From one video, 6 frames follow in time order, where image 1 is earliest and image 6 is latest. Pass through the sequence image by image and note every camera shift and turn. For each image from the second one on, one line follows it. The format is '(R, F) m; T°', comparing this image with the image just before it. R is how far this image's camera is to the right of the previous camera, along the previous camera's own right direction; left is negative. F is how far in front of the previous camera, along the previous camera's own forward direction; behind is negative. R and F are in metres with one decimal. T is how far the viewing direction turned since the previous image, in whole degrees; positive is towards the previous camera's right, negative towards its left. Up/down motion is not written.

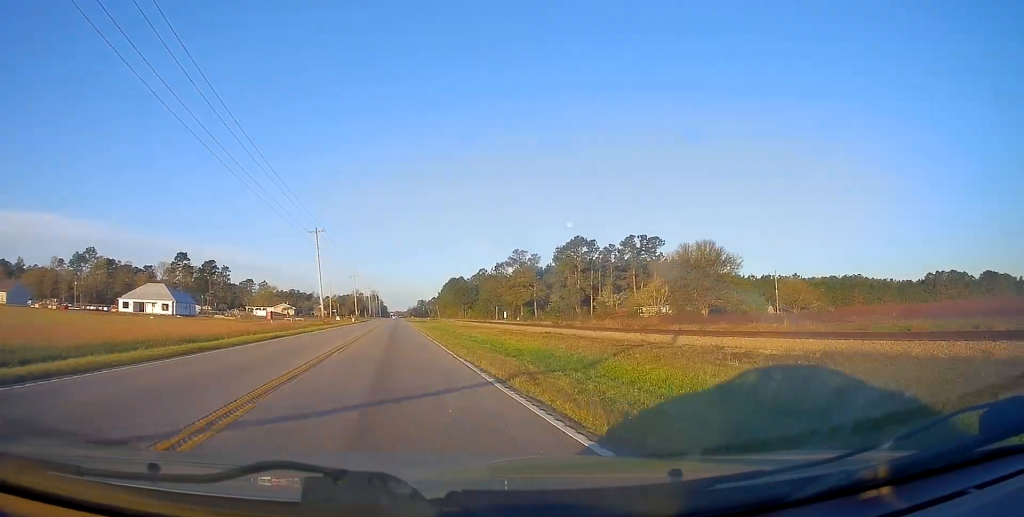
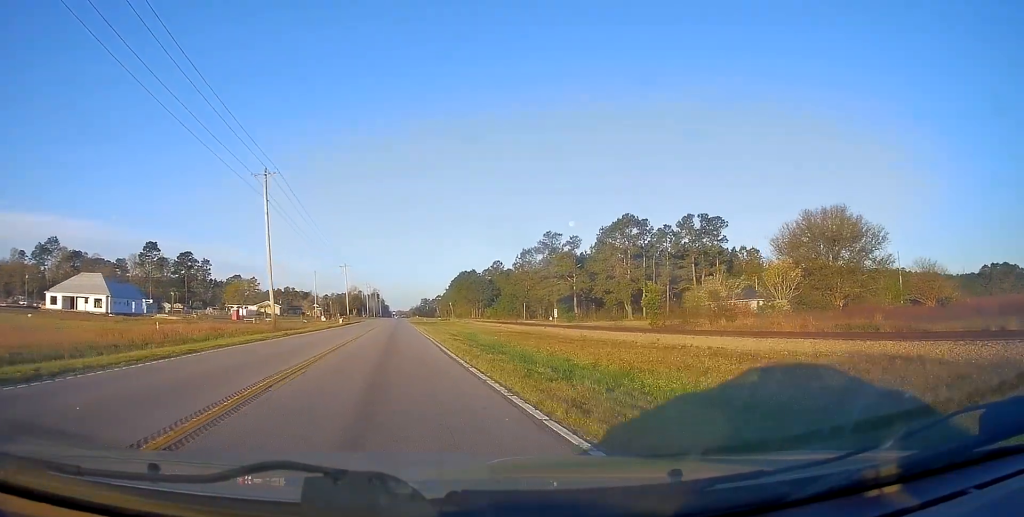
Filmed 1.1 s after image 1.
(+0.4, +31.0) m; 0°
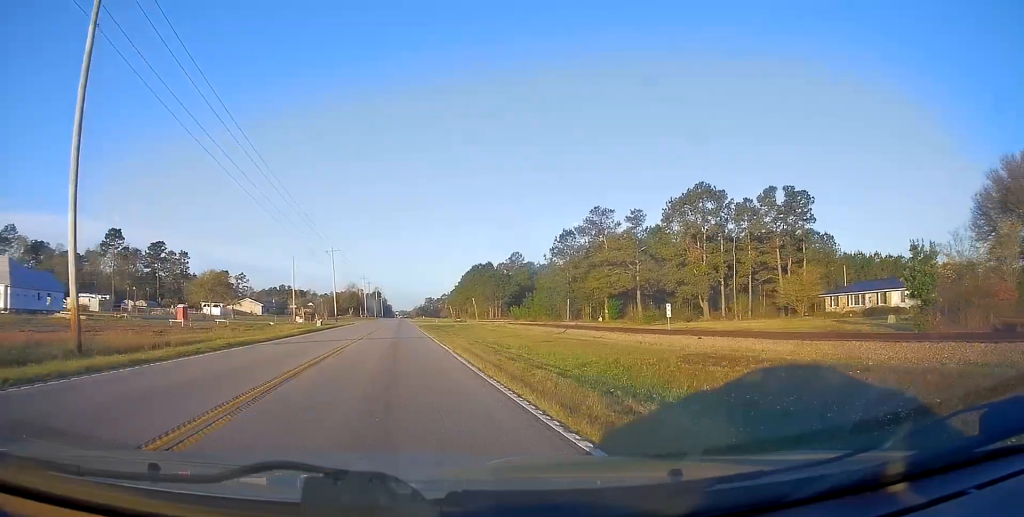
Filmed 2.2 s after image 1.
(-0.2, +29.1) m; +1°
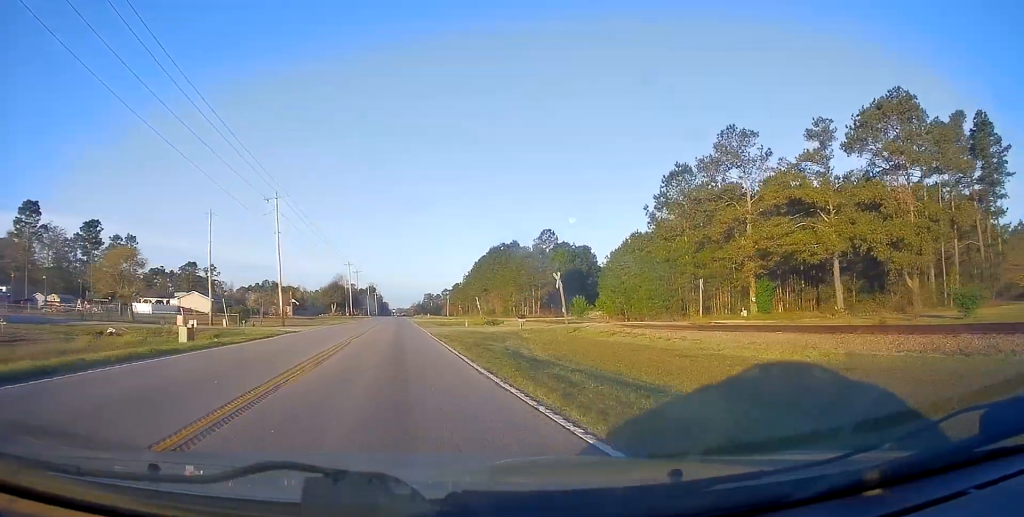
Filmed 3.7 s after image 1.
(+0.4, +42.9) m; -1°
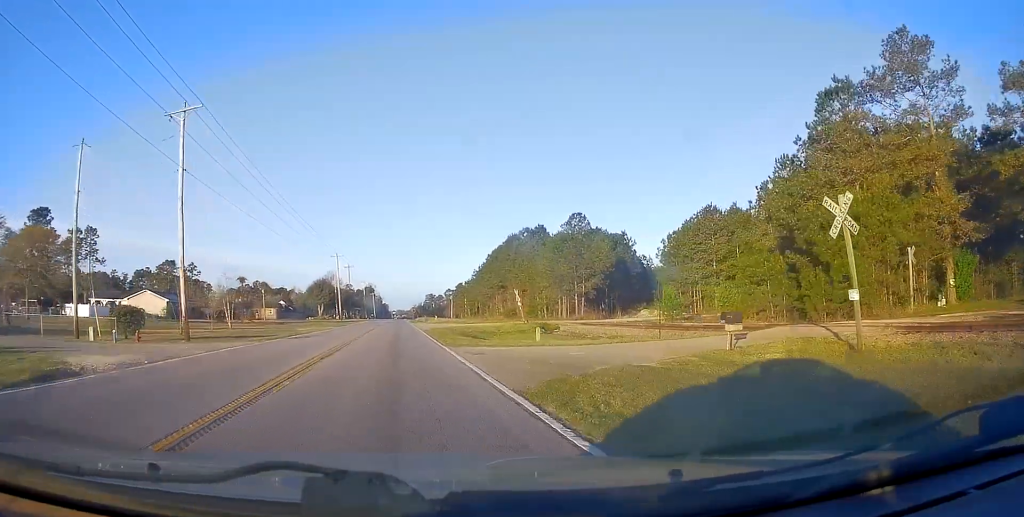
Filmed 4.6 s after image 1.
(-0.2, +25.3) m; -1°
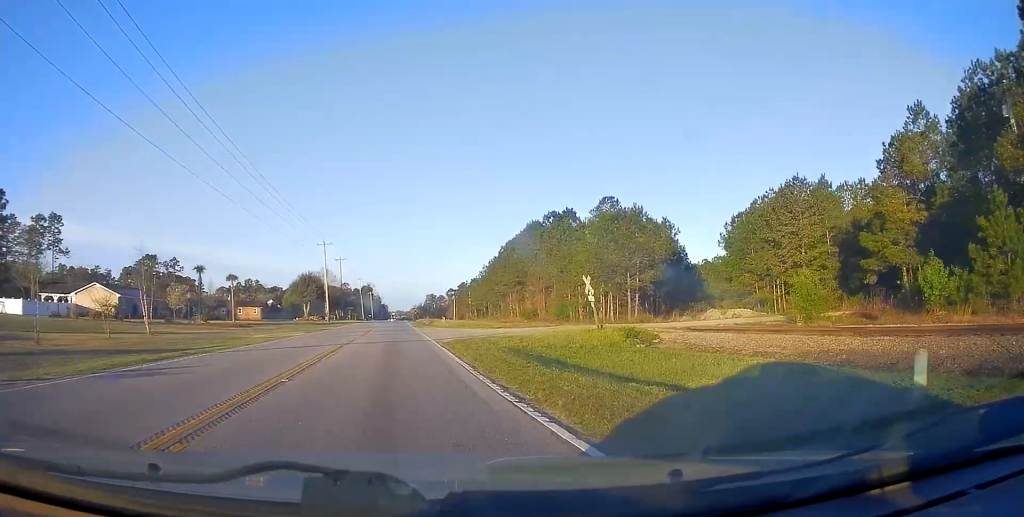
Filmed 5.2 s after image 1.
(0.0, +18.6) m; 0°
